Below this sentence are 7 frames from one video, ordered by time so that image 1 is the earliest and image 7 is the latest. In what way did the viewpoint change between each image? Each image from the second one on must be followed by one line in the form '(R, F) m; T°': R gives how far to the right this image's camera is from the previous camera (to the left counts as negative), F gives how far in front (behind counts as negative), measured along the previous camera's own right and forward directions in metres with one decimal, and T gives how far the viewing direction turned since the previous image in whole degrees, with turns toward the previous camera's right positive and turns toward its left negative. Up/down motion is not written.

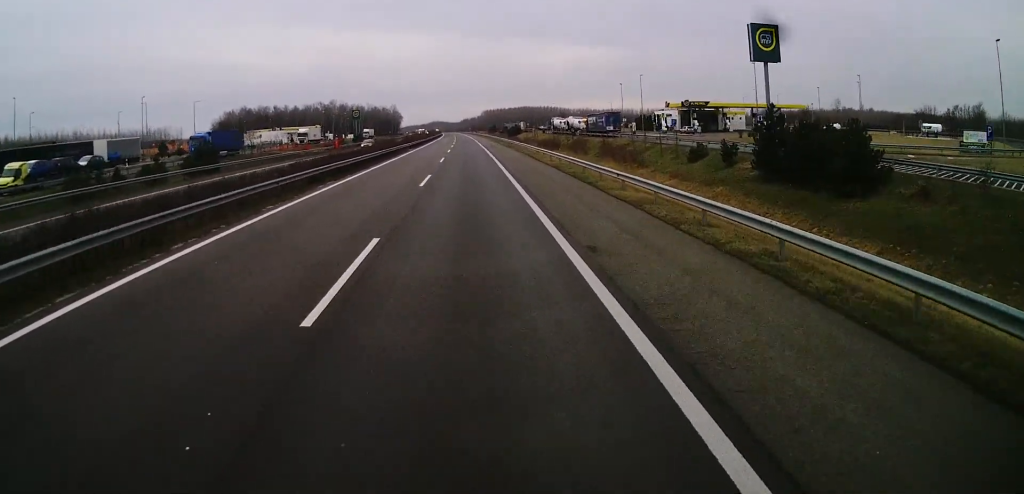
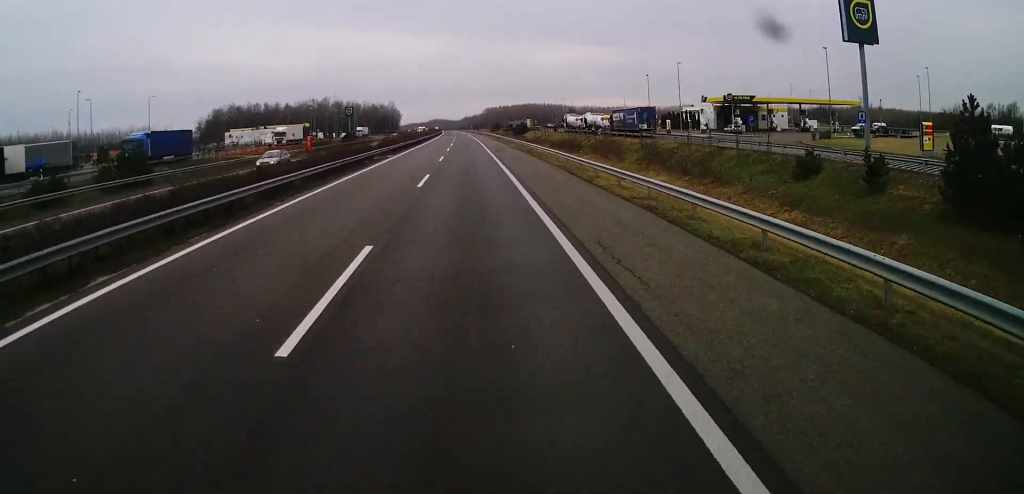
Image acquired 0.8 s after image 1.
(-0.3, +19.0) m; 0°
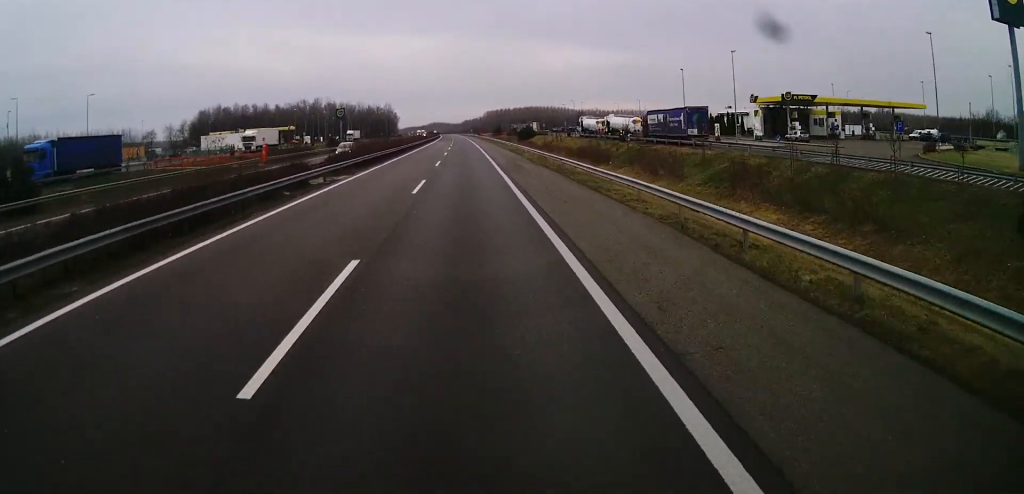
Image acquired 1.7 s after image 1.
(+0.1, +19.2) m; 0°
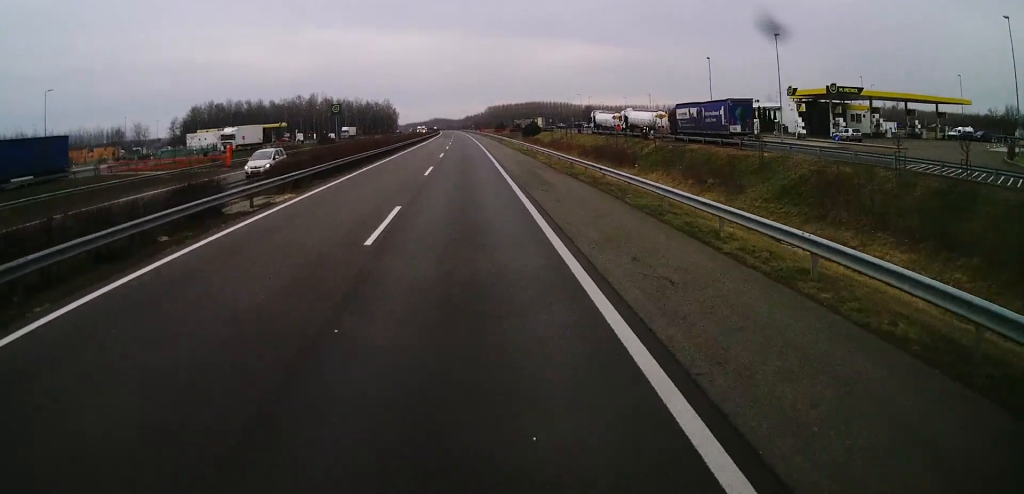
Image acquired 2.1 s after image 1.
(0.0, +10.7) m; 0°
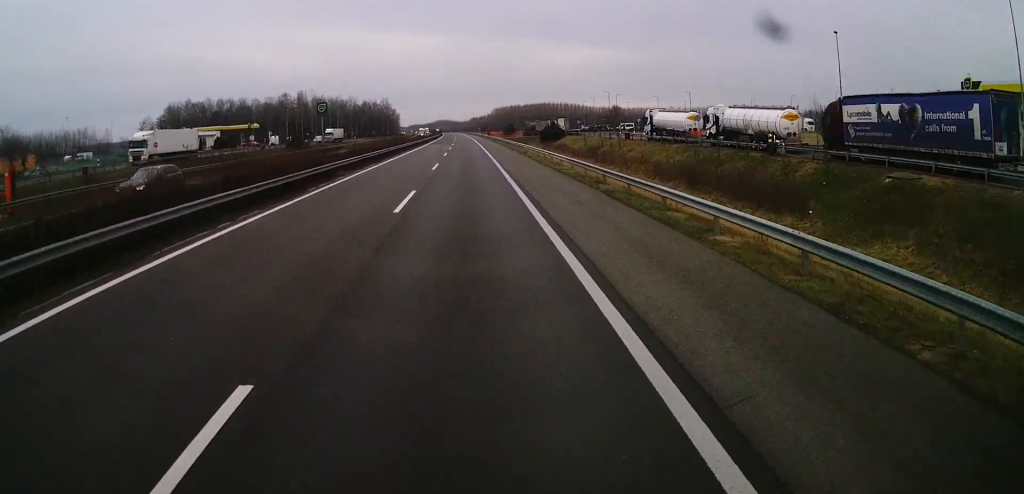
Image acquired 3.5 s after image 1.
(-0.2, +31.3) m; 0°
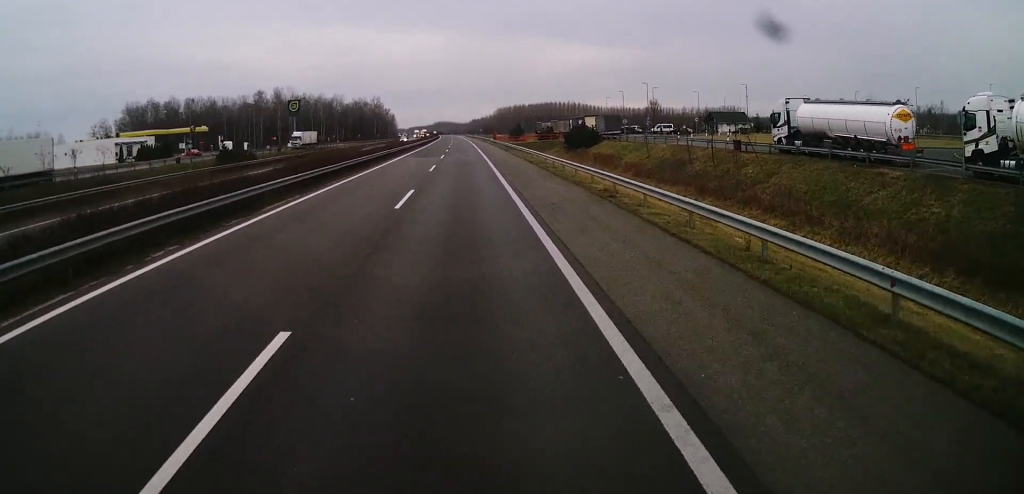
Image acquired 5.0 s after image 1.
(0.0, +34.5) m; 0°
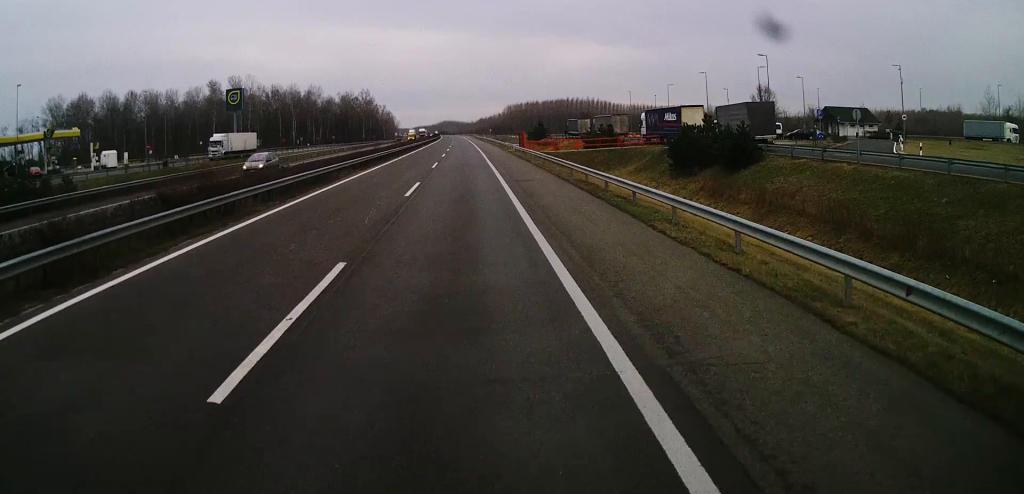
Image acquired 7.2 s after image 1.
(-0.3, +50.7) m; -2°
